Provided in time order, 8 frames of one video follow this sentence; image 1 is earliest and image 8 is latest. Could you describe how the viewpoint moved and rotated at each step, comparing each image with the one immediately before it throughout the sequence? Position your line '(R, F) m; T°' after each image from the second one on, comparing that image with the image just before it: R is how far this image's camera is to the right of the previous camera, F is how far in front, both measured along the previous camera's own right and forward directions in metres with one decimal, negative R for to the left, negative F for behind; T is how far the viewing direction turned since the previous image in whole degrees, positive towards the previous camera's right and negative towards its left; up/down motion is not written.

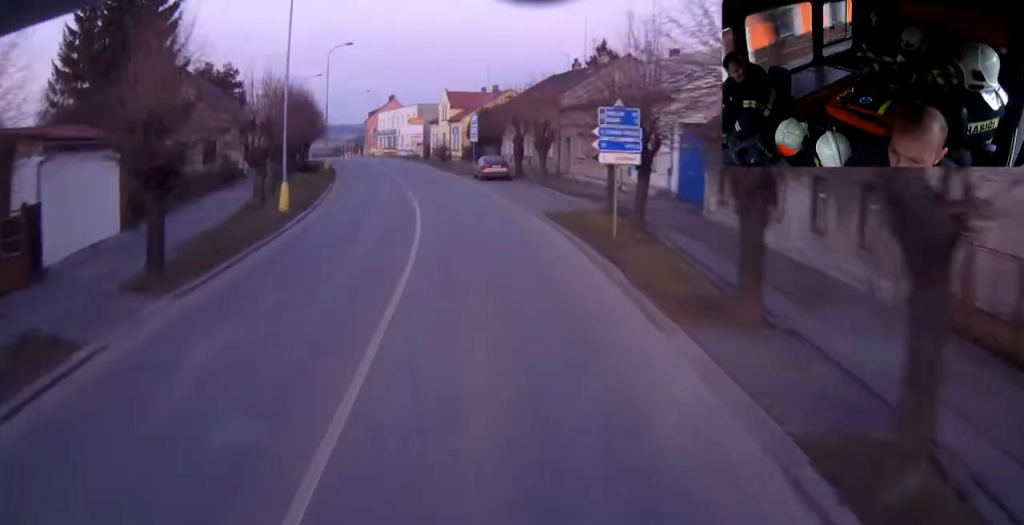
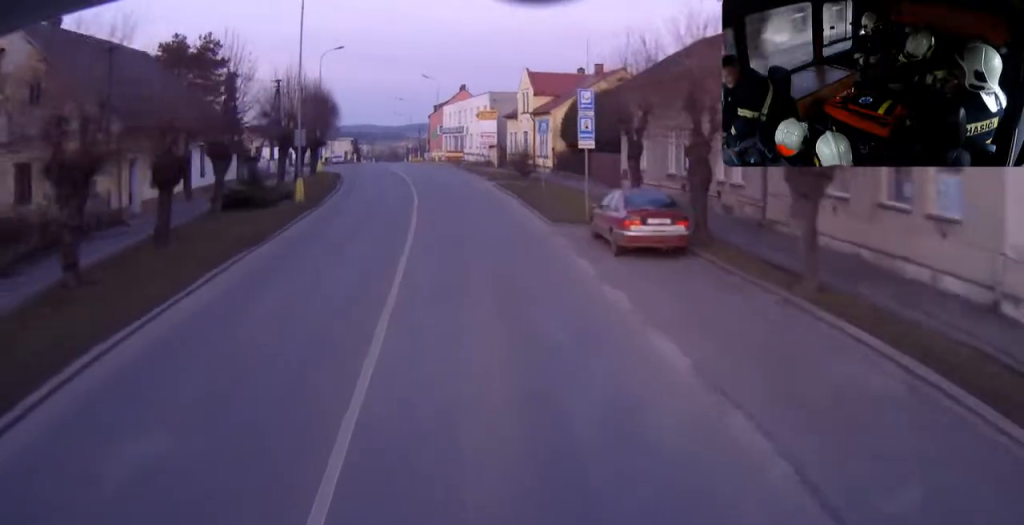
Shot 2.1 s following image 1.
(-0.3, +25.1) m; -5°
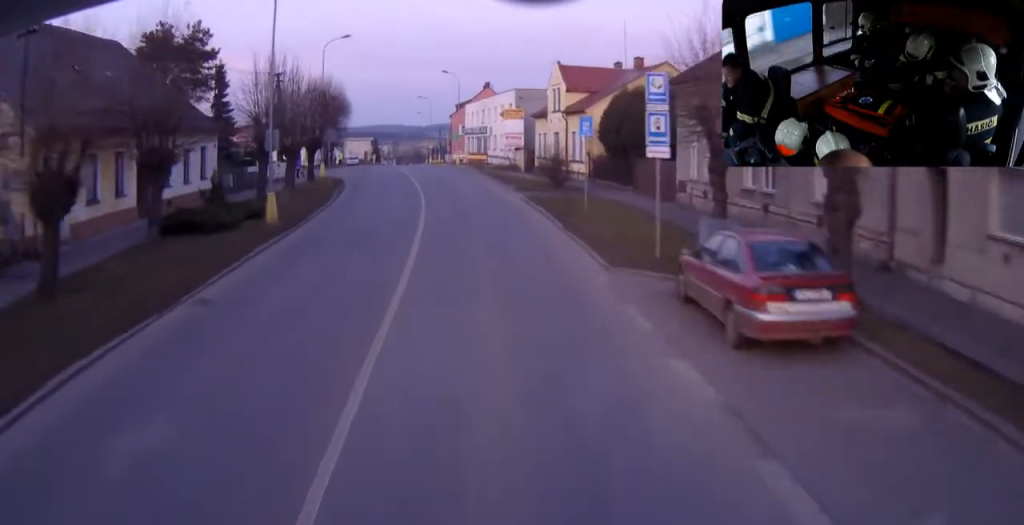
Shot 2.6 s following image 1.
(0.0, +6.4) m; -3°
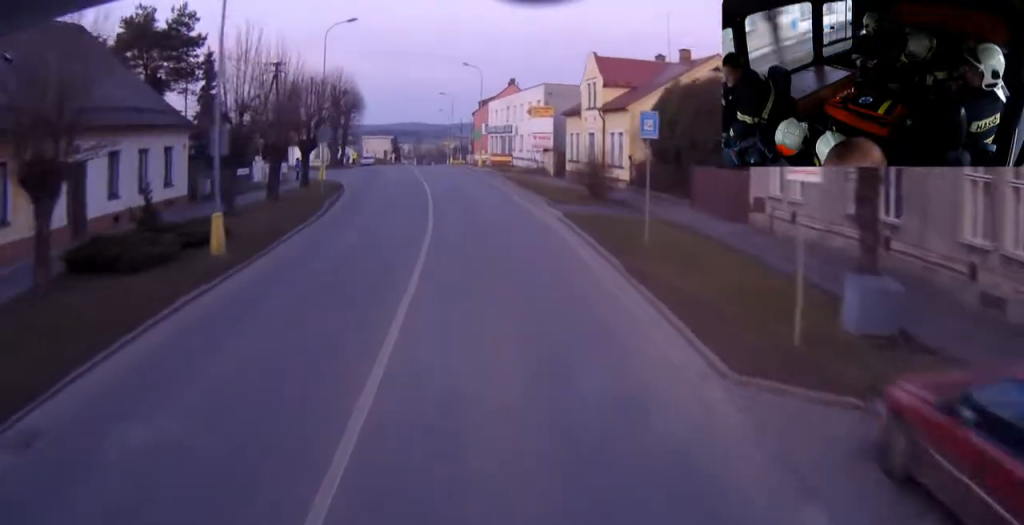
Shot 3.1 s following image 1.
(-0.3, +5.9) m; -3°
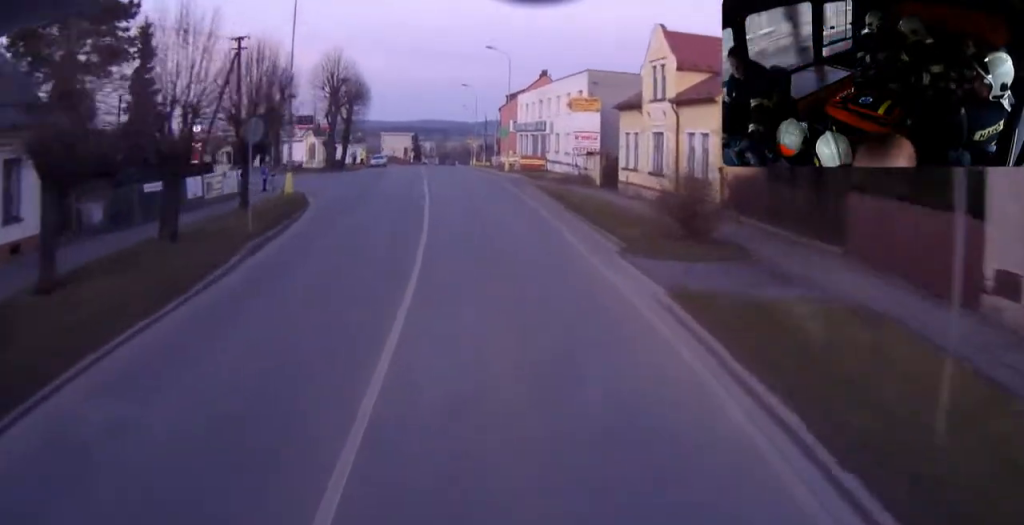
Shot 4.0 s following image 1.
(-0.6, +11.0) m; -5°
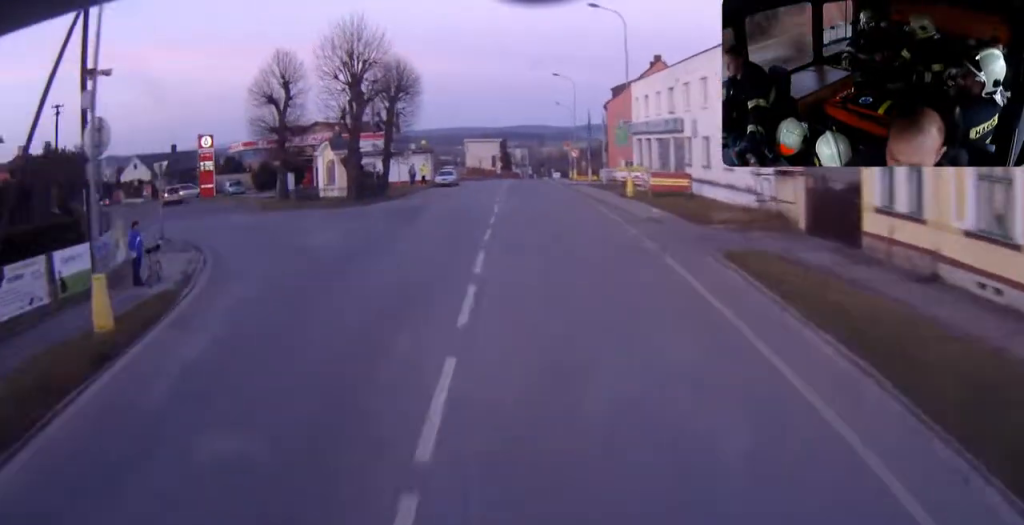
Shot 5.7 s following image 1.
(-1.4, +19.0) m; -12°
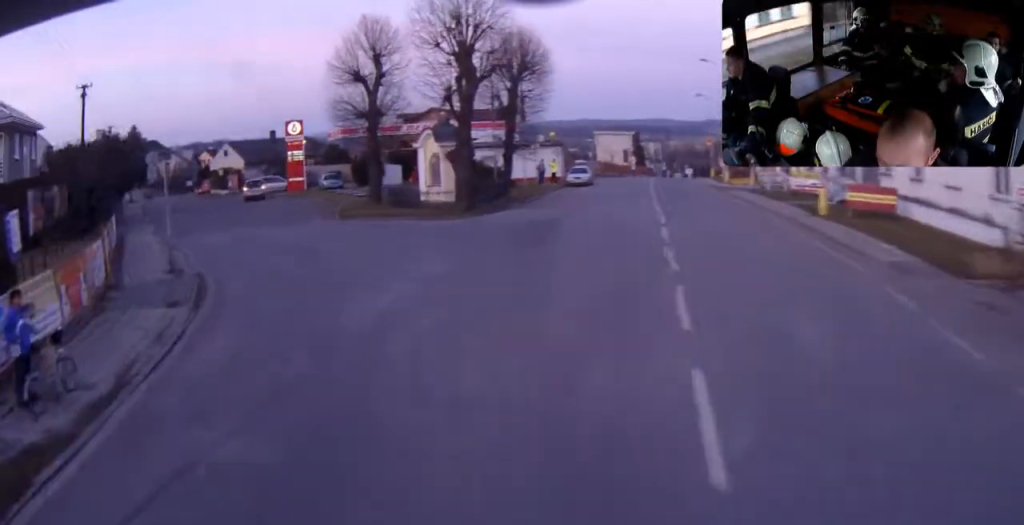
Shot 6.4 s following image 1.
(-0.8, +8.8) m; -10°
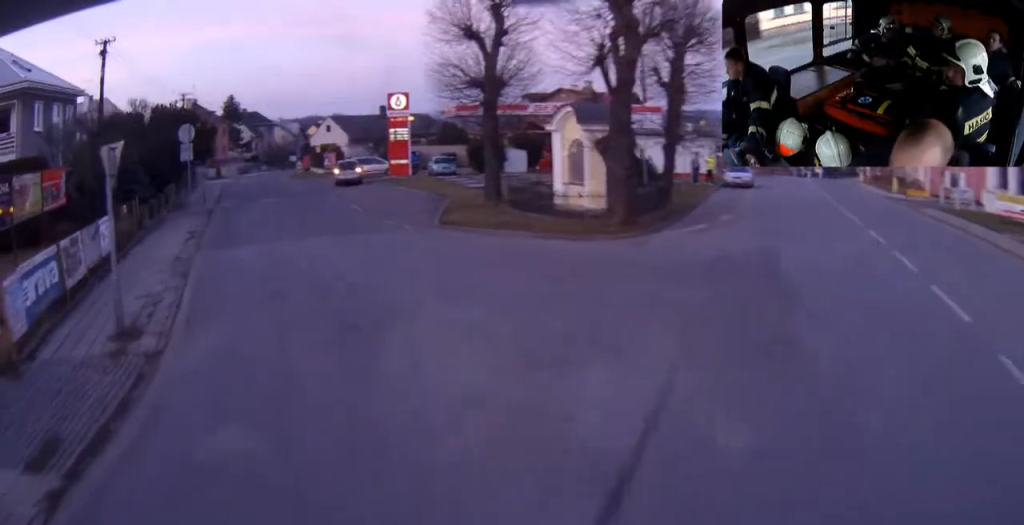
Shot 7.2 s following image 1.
(-0.9, +8.8) m; -9°
